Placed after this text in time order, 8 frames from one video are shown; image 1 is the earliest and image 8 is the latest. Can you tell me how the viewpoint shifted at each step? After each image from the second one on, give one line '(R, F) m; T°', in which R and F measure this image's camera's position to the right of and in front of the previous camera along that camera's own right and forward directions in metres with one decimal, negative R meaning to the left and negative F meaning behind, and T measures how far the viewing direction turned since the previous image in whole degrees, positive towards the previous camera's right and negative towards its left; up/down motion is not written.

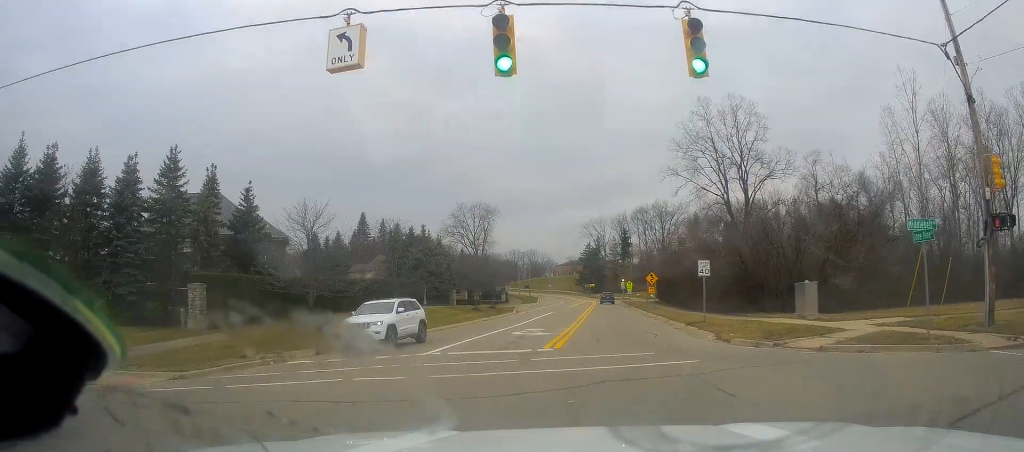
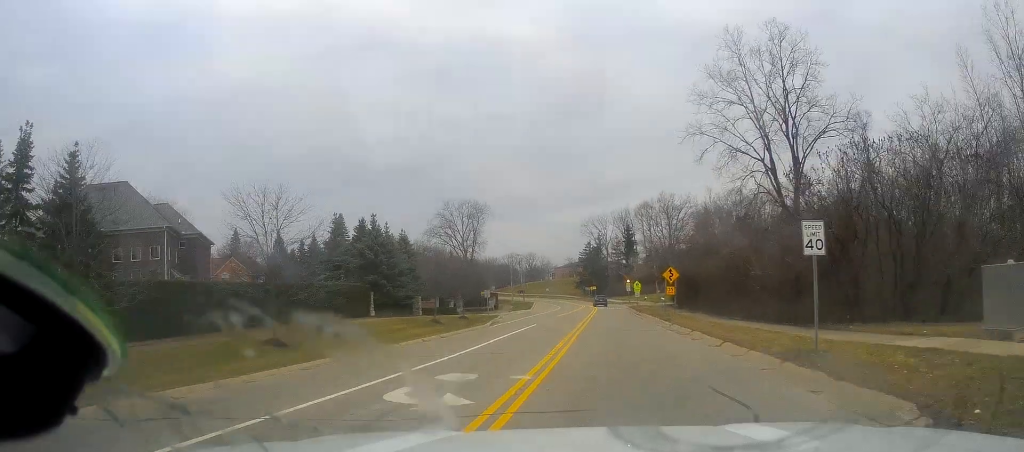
(+0.1, +15.1) m; +2°
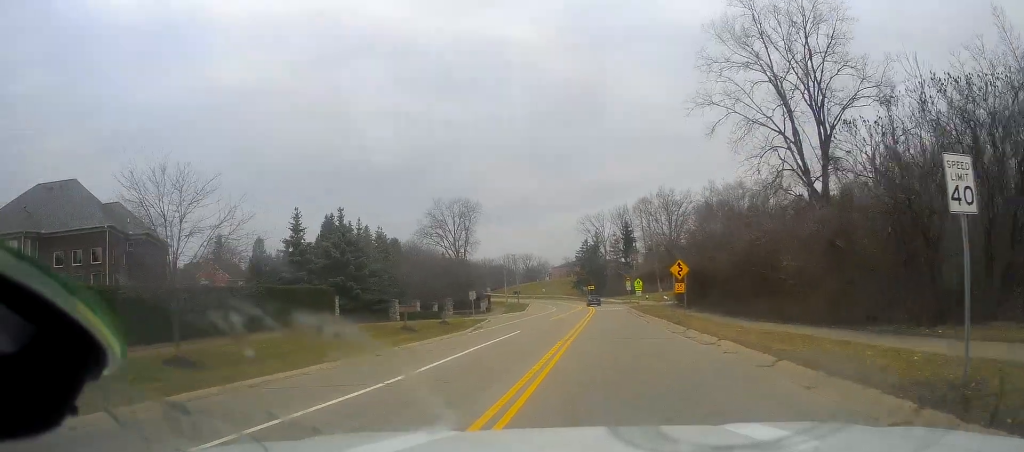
(+0.2, +6.4) m; 0°
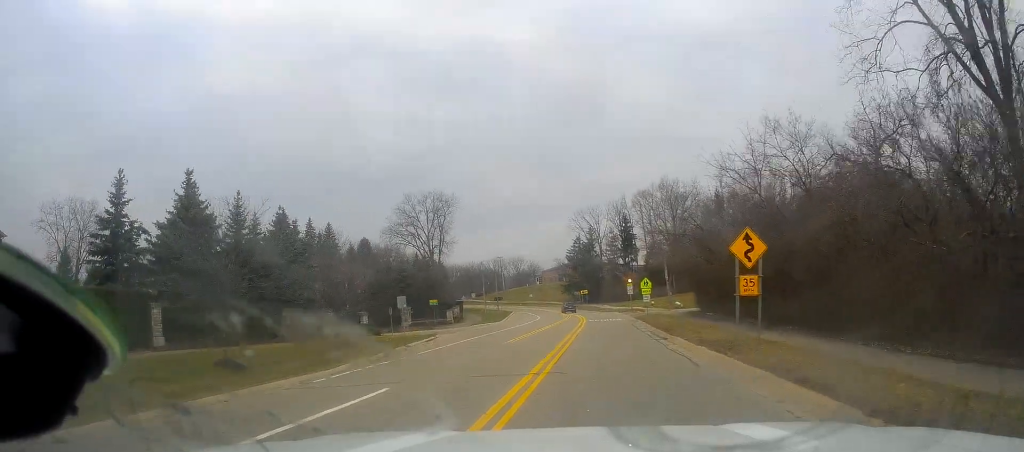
(0.0, +19.1) m; +2°
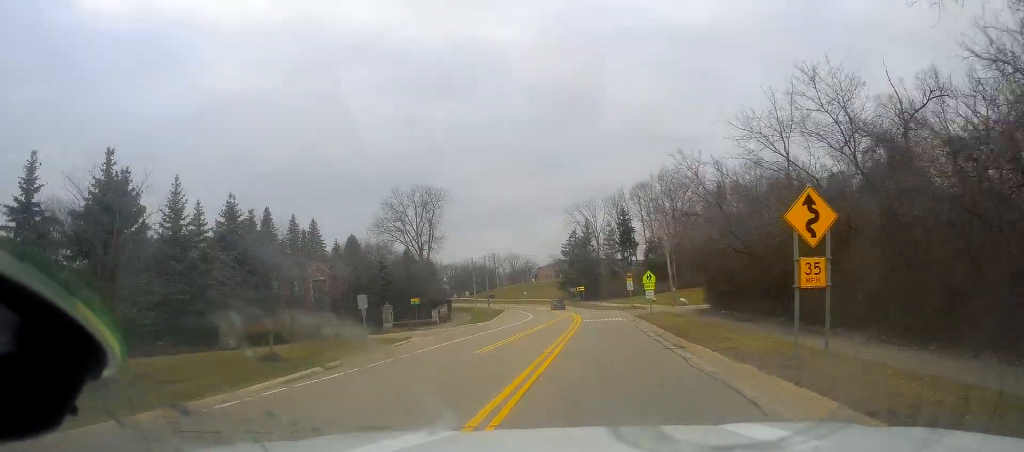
(+0.3, +6.3) m; +1°
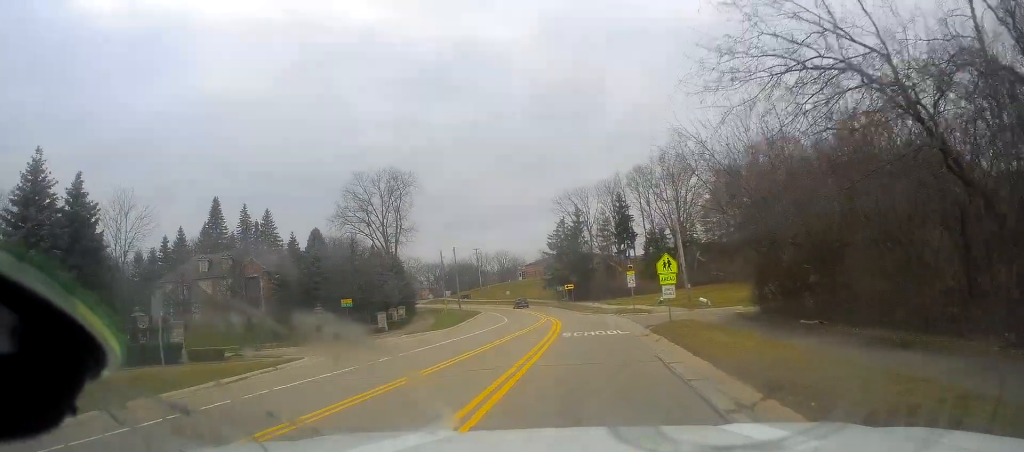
(-0.1, +17.2) m; 0°
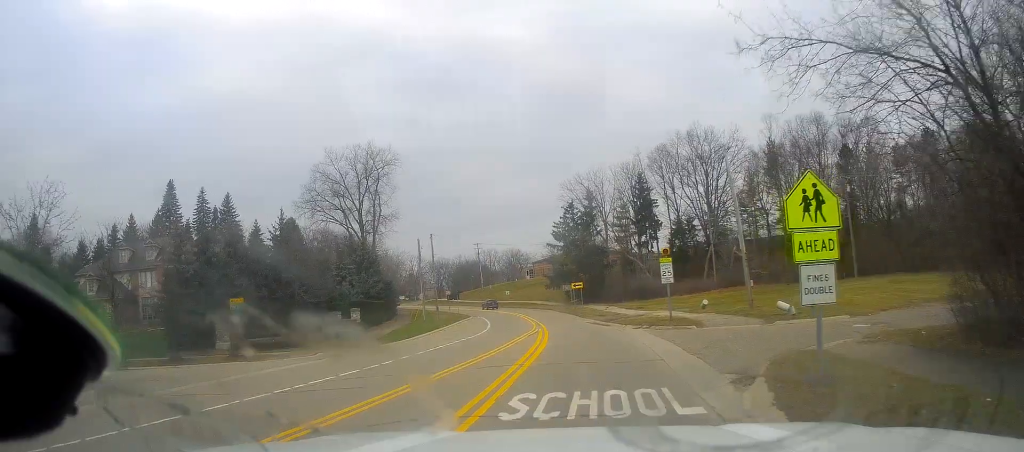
(+0.1, +18.8) m; -1°
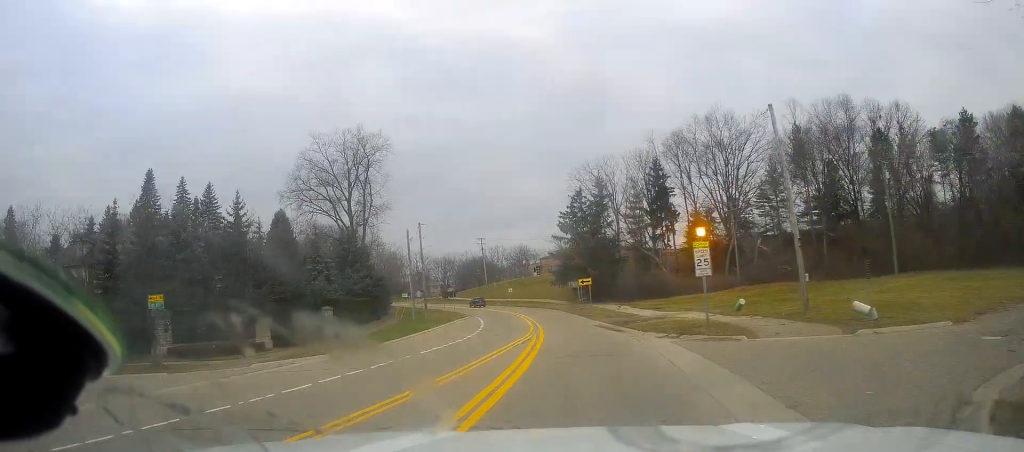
(-0.1, +8.5) m; -2°
